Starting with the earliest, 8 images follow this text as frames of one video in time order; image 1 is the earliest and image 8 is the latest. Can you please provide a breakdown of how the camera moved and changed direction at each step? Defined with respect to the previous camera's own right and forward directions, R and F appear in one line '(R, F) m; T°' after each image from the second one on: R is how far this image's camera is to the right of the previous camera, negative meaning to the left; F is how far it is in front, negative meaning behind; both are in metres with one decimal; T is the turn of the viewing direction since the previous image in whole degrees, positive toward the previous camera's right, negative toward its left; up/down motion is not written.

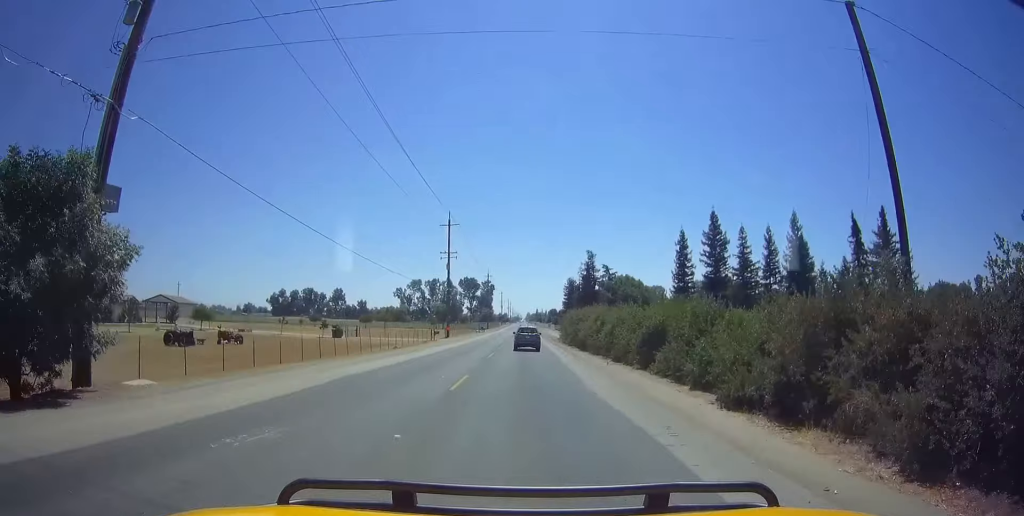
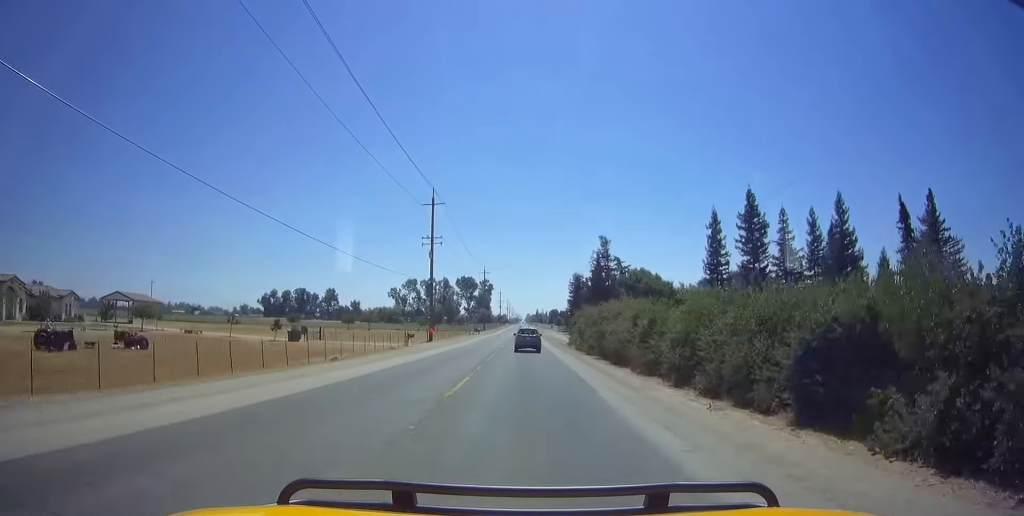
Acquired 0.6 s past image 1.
(0.0, +13.9) m; 0°
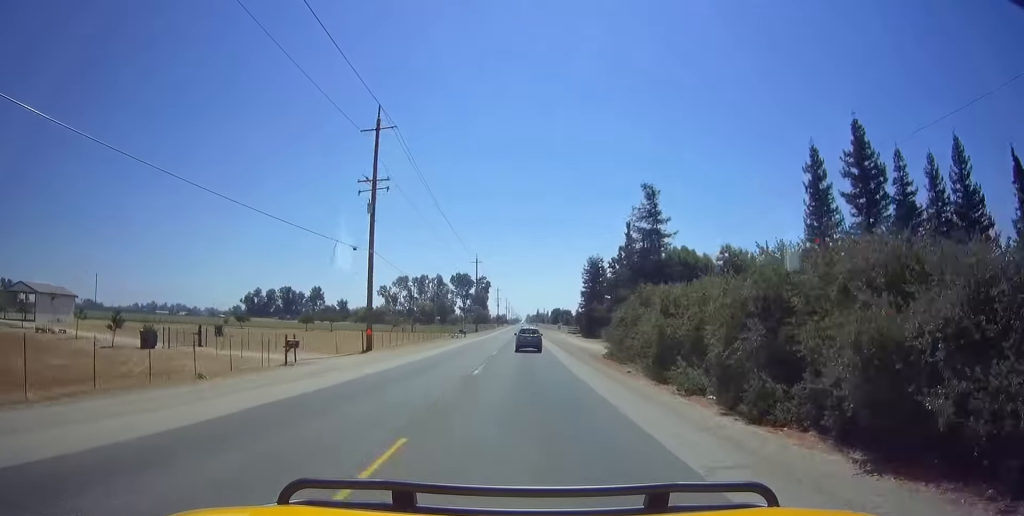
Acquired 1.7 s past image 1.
(0.0, +24.9) m; 0°
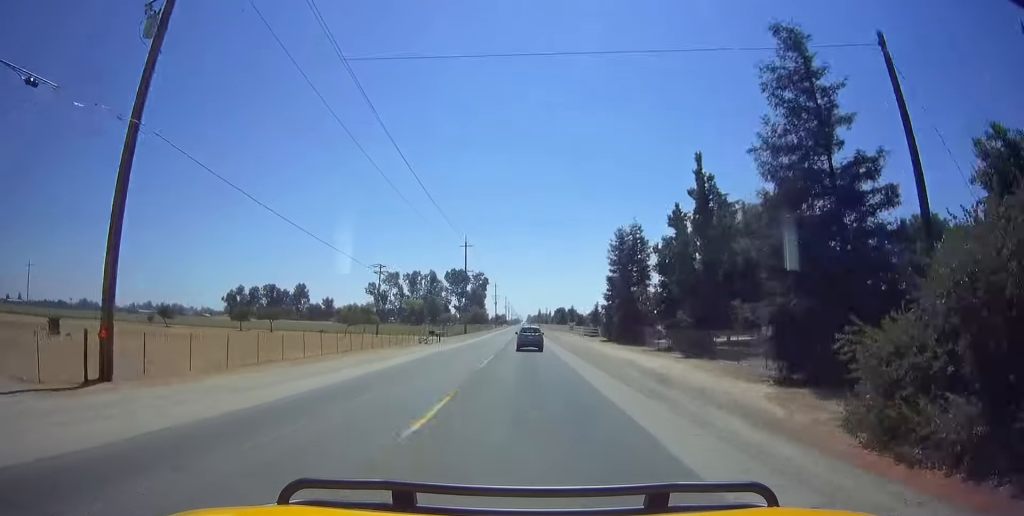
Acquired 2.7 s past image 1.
(0.0, +25.1) m; 0°
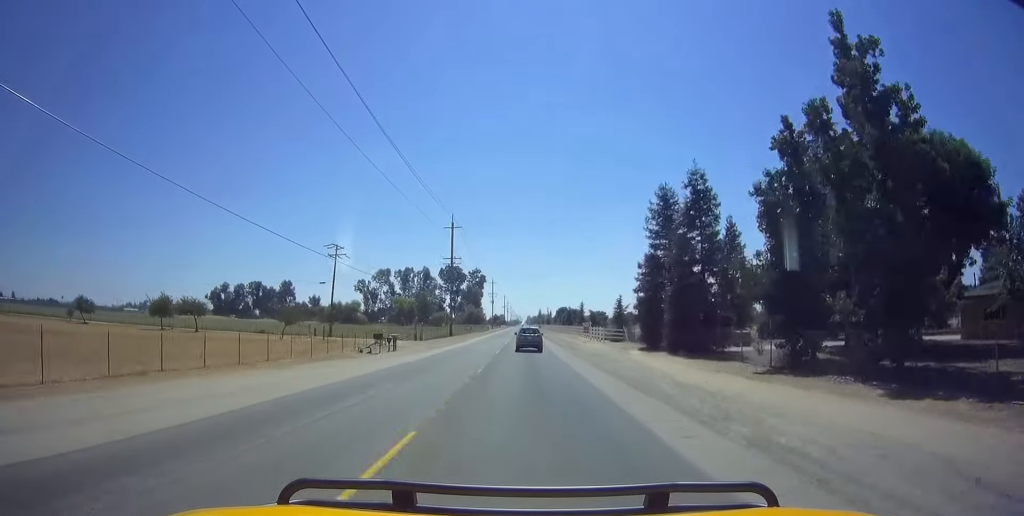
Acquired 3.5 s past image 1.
(0.0, +18.8) m; 0°
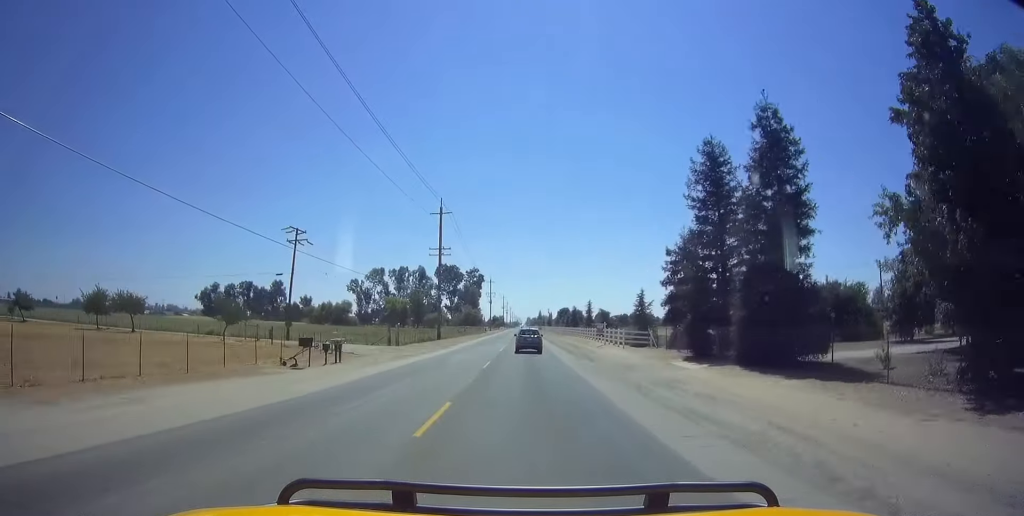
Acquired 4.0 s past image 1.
(0.0, +10.9) m; 0°
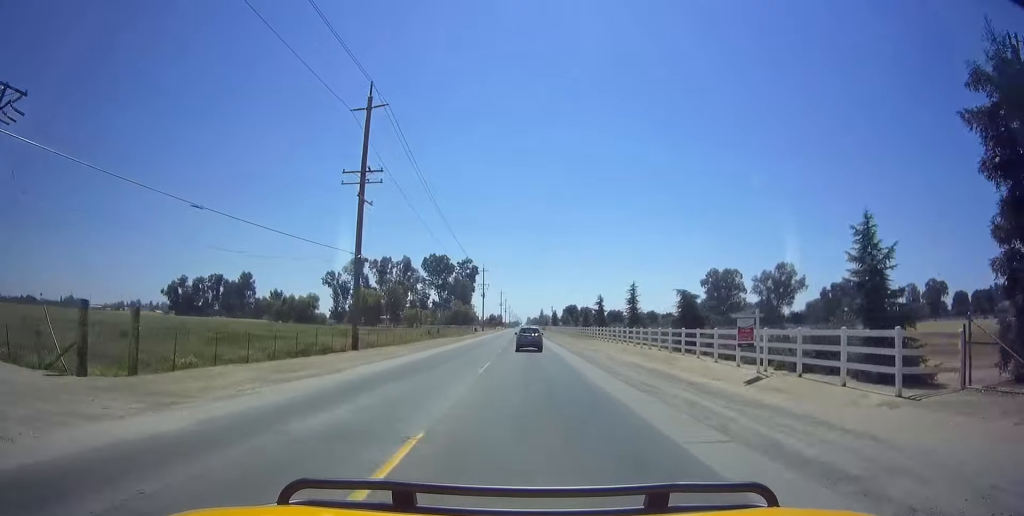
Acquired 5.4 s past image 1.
(-0.7, +33.0) m; 0°
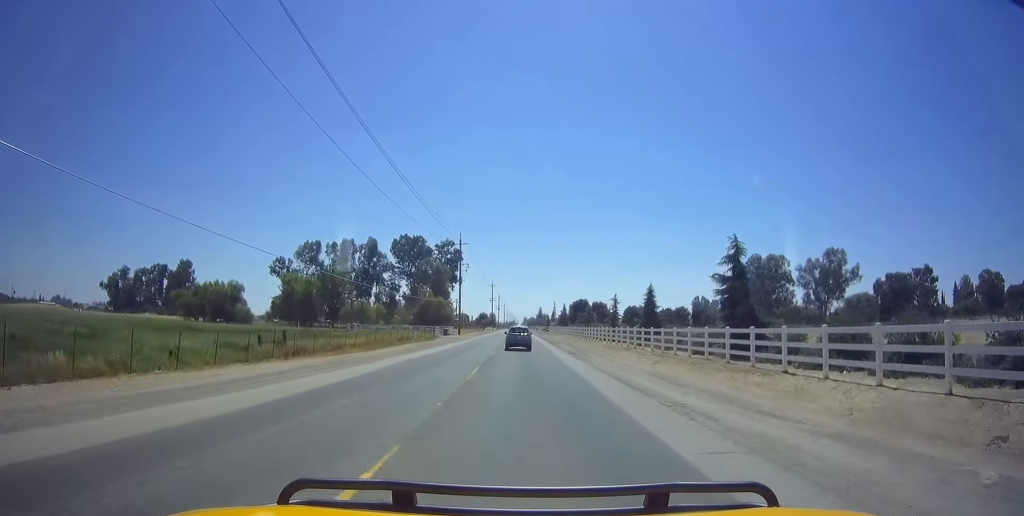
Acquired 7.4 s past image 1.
(+1.5, +45.3) m; +1°
